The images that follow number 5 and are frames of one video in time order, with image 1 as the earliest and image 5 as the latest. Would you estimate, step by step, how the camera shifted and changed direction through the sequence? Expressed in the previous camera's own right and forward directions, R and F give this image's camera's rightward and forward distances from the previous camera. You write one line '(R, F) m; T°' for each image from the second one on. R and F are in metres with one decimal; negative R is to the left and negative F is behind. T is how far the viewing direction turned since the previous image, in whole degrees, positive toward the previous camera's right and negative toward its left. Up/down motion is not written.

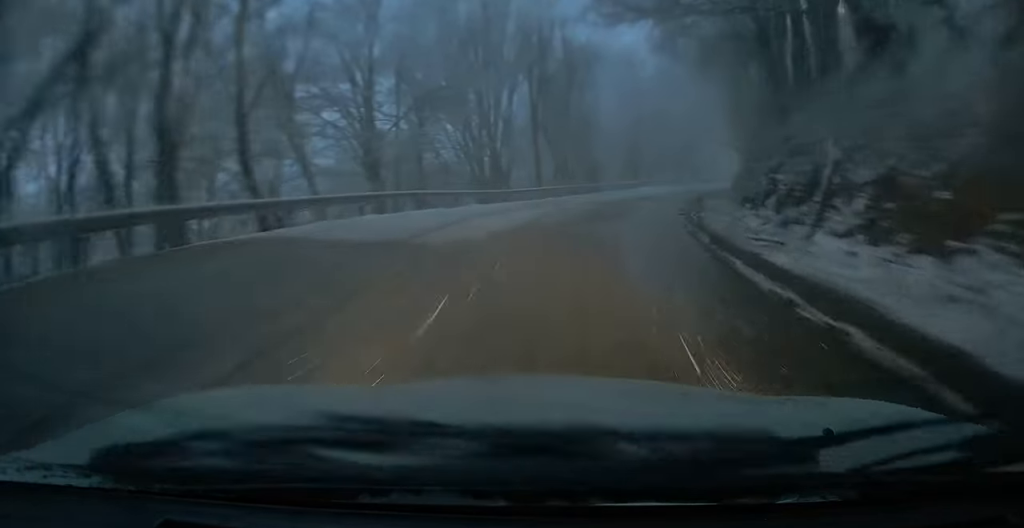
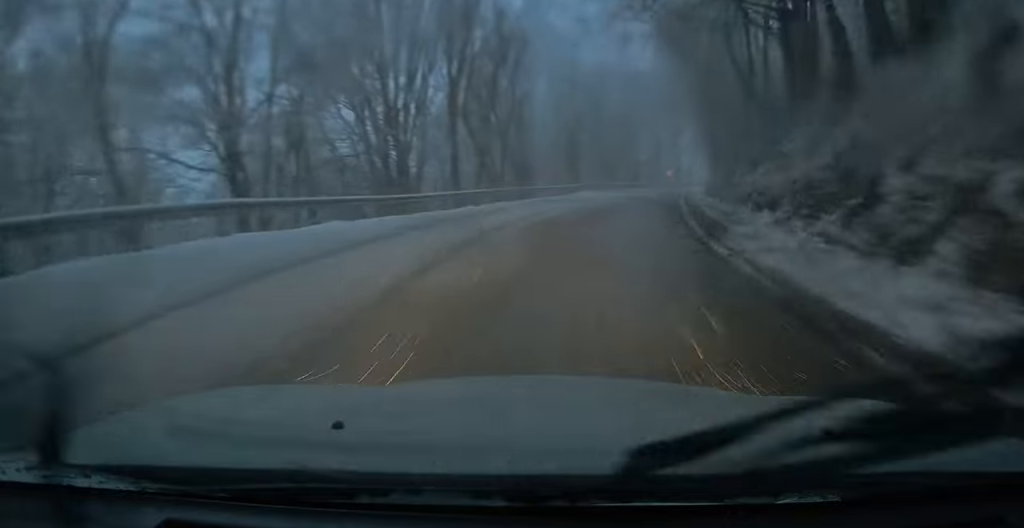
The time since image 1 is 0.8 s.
(+0.2, +9.0) m; +2°
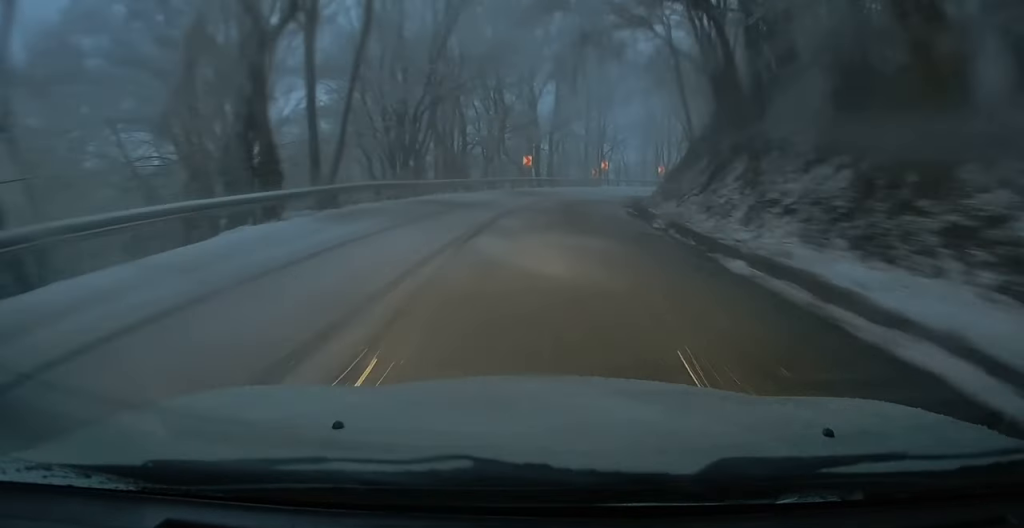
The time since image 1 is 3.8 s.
(+3.1, +38.4) m; +12°
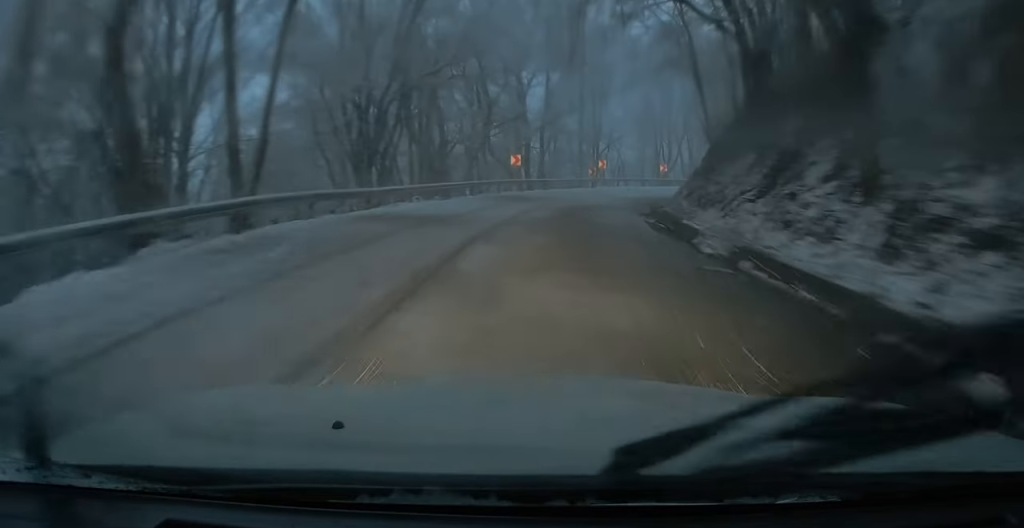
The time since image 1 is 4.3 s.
(+0.4, +6.5) m; +4°
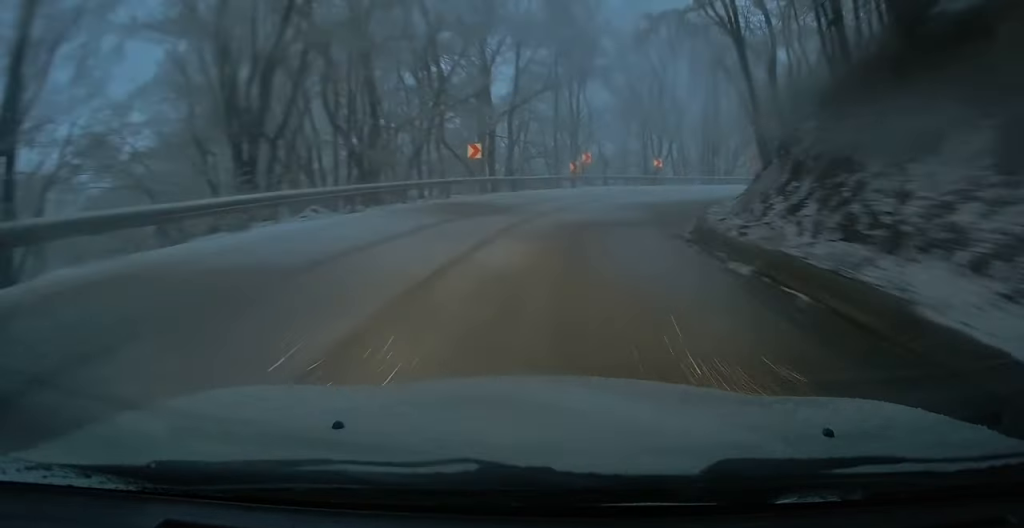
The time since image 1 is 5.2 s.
(+0.7, +11.6) m; +6°
